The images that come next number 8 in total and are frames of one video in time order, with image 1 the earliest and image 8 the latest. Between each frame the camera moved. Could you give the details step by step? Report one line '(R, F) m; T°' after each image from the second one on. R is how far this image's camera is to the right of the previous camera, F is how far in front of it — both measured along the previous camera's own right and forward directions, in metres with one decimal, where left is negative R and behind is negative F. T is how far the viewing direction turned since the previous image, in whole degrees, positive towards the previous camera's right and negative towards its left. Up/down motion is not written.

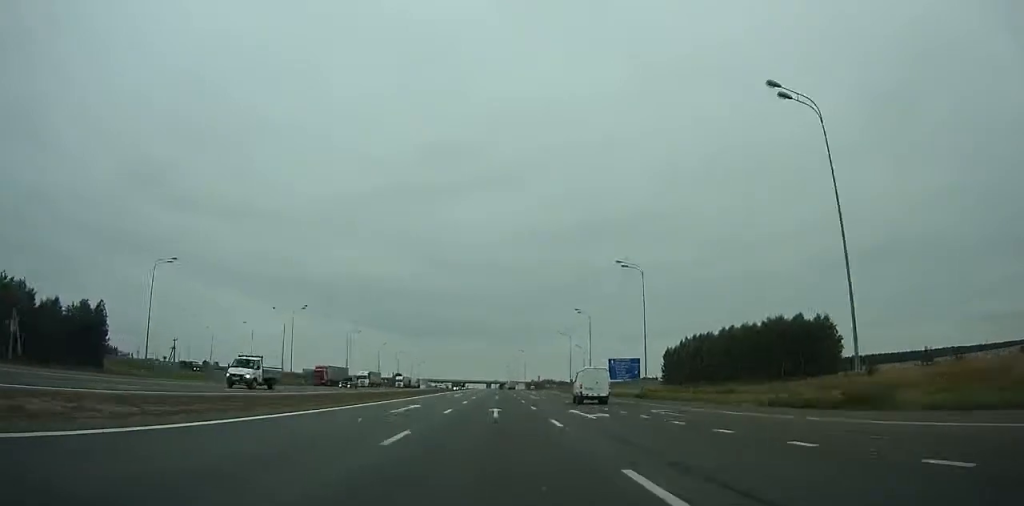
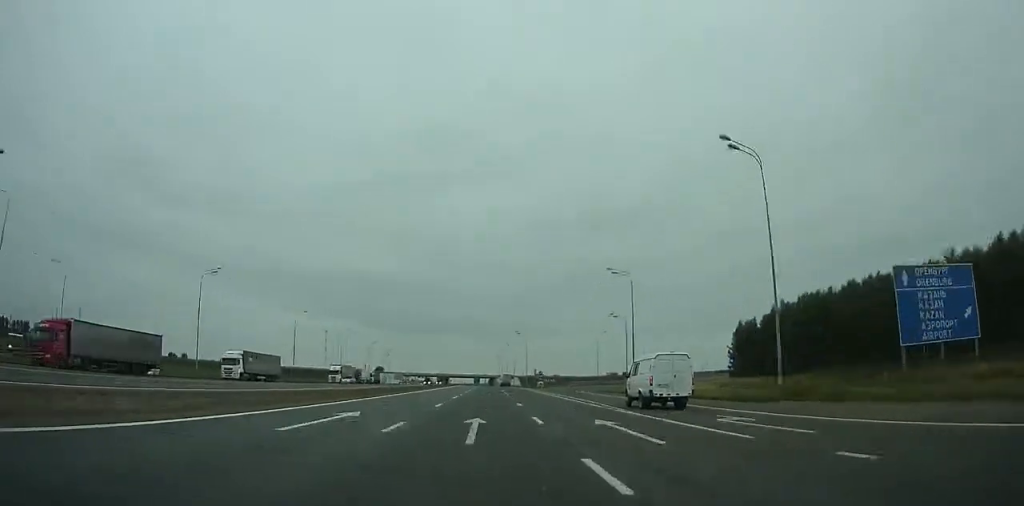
(+0.7, +70.4) m; +1°
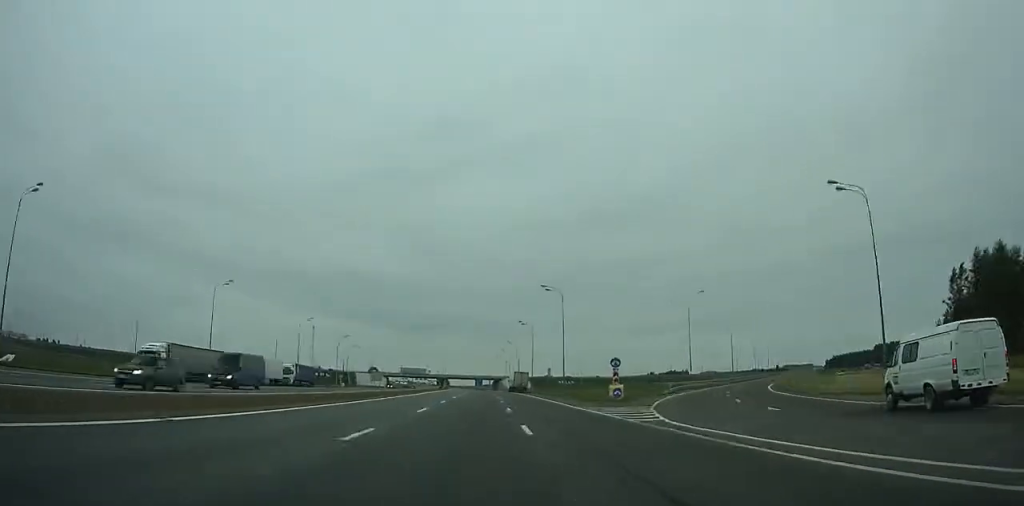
(+0.4, +75.6) m; 0°
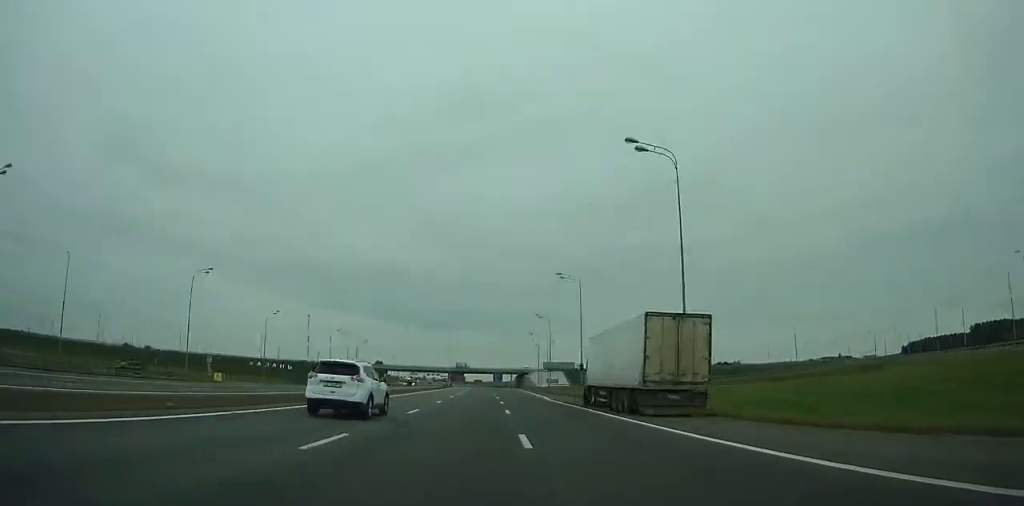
(-0.5, +86.3) m; -1°
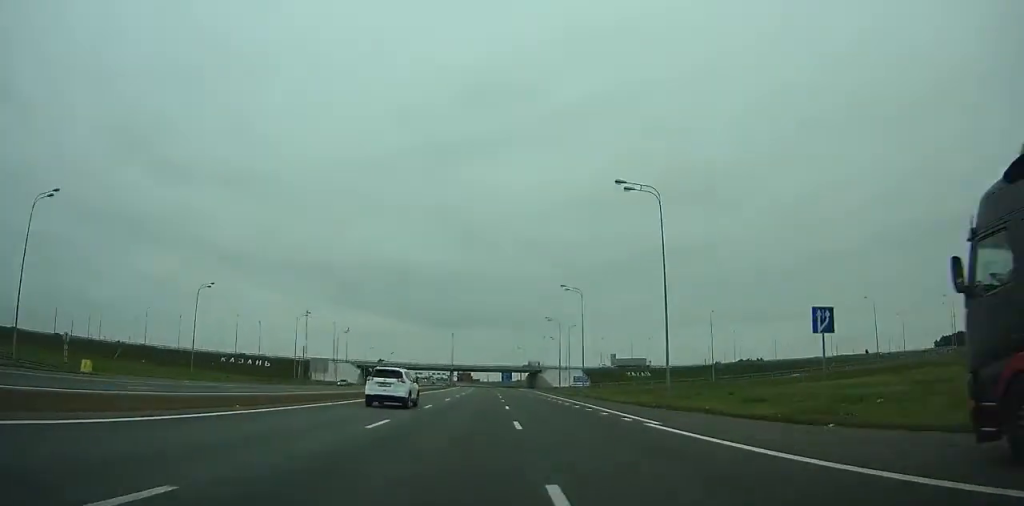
(-0.1, +30.7) m; -1°
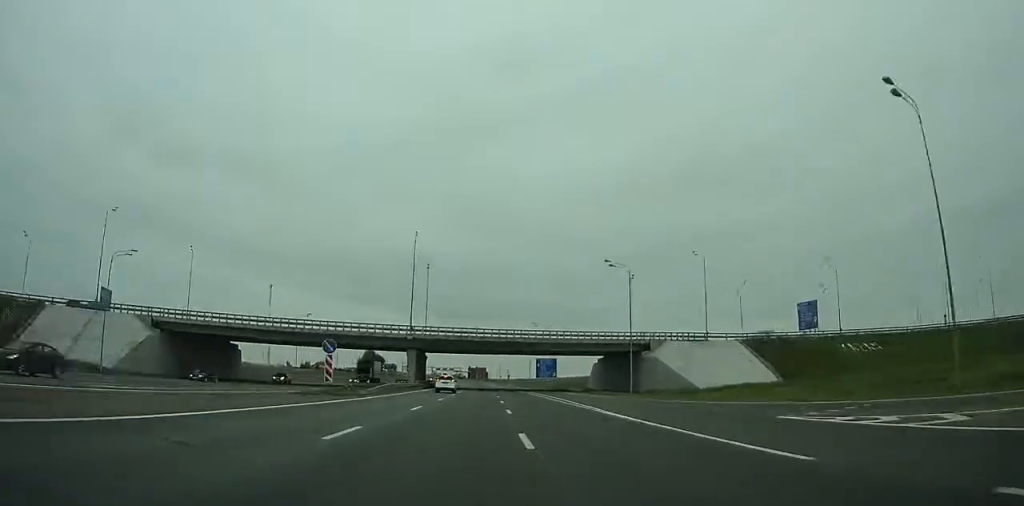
(-2.5, +132.7) m; -2°
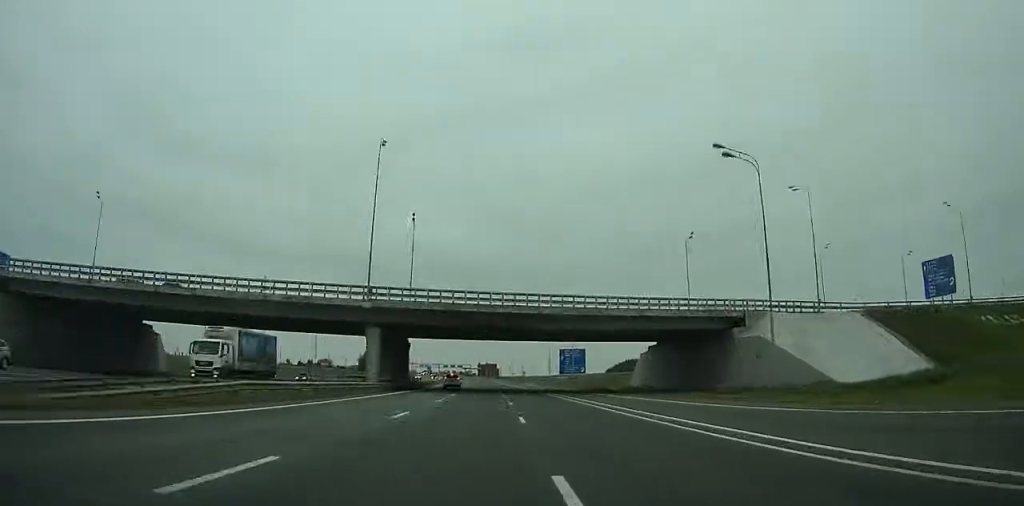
(-0.3, +30.0) m; -1°
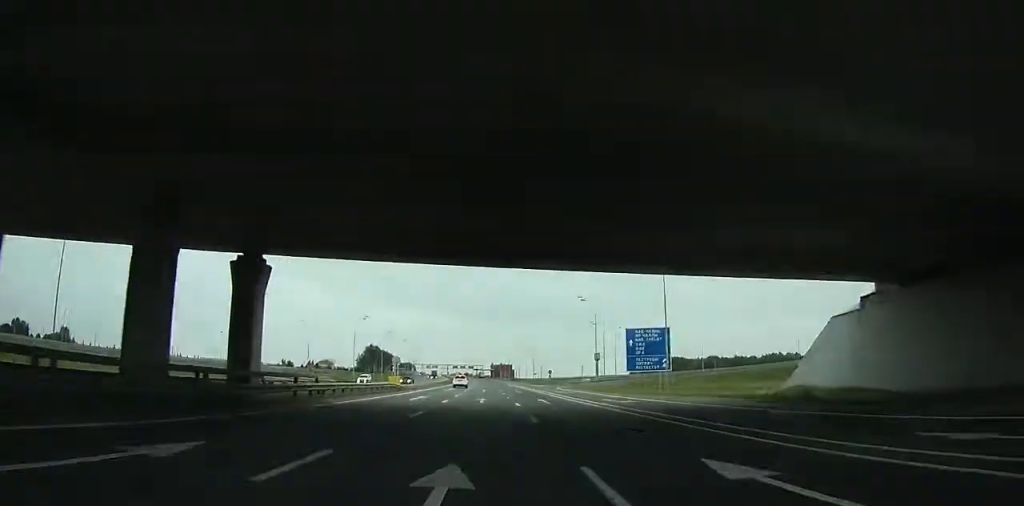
(-0.3, +48.1) m; -1°
